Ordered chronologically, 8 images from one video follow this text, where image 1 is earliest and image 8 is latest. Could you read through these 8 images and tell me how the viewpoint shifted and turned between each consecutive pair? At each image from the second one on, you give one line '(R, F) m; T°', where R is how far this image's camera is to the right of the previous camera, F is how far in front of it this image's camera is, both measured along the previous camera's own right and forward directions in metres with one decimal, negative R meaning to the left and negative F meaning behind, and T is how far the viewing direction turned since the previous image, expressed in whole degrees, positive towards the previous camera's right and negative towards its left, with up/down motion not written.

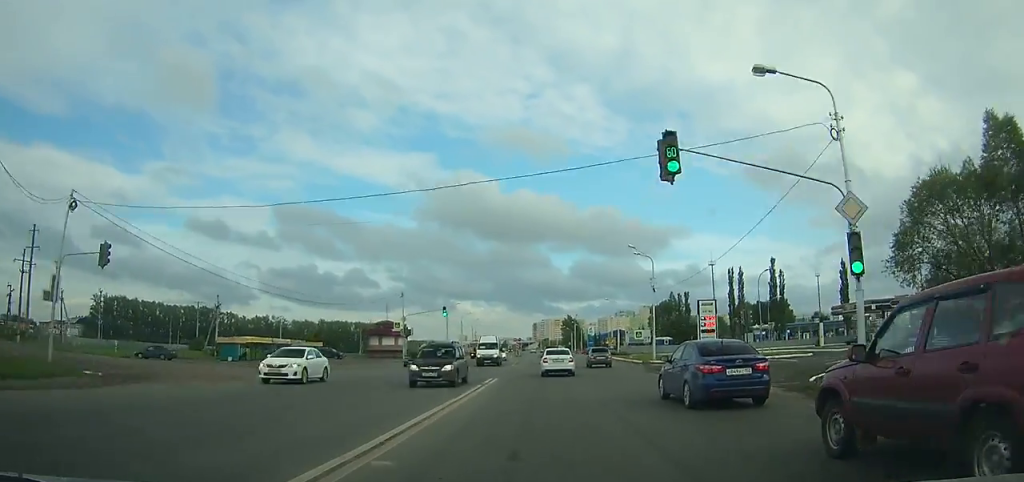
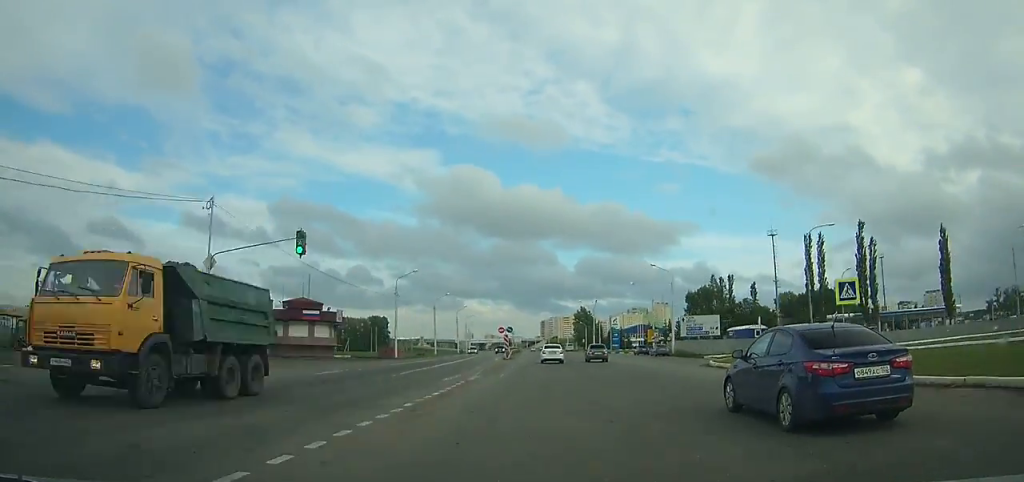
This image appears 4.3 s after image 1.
(+0.3, +36.0) m; +1°
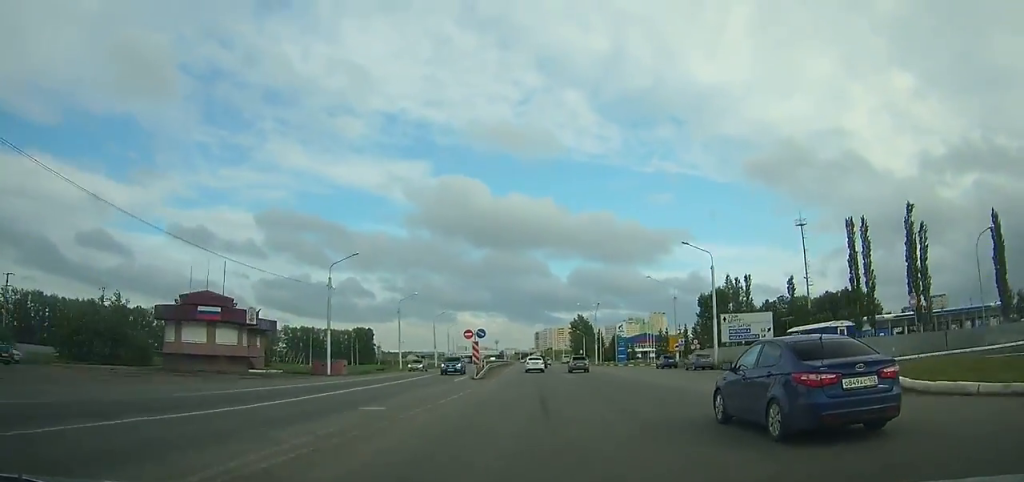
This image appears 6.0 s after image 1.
(0.0, +21.9) m; 0°
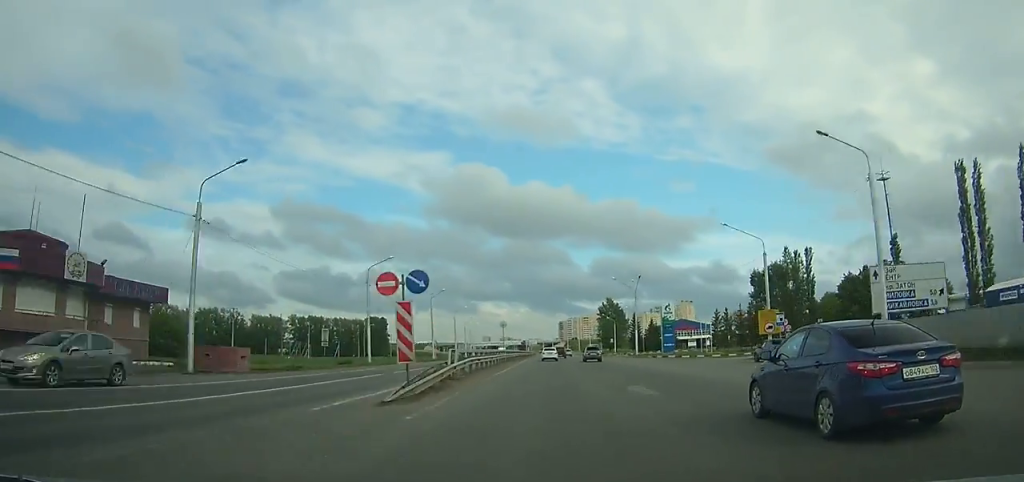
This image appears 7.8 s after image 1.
(+0.1, +24.5) m; -1°
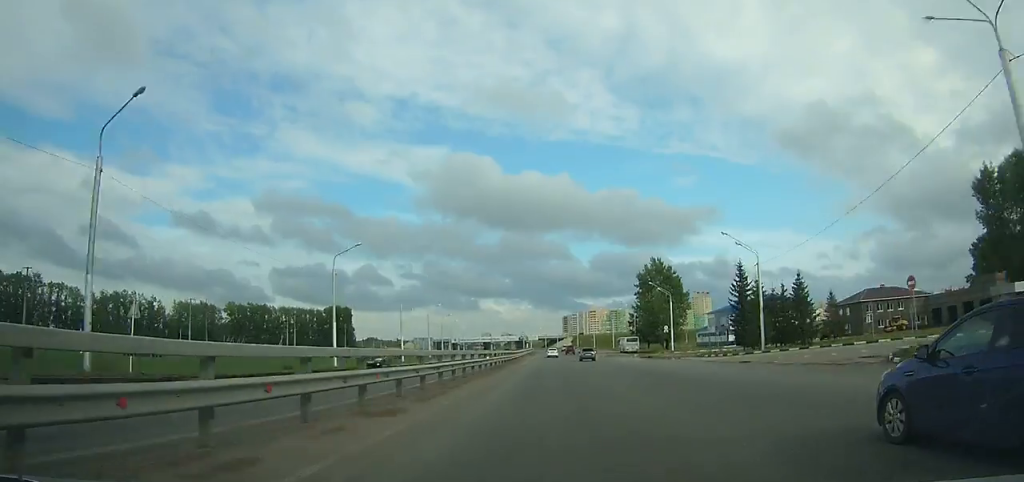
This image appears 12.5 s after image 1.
(-1.4, +76.1) m; -1°
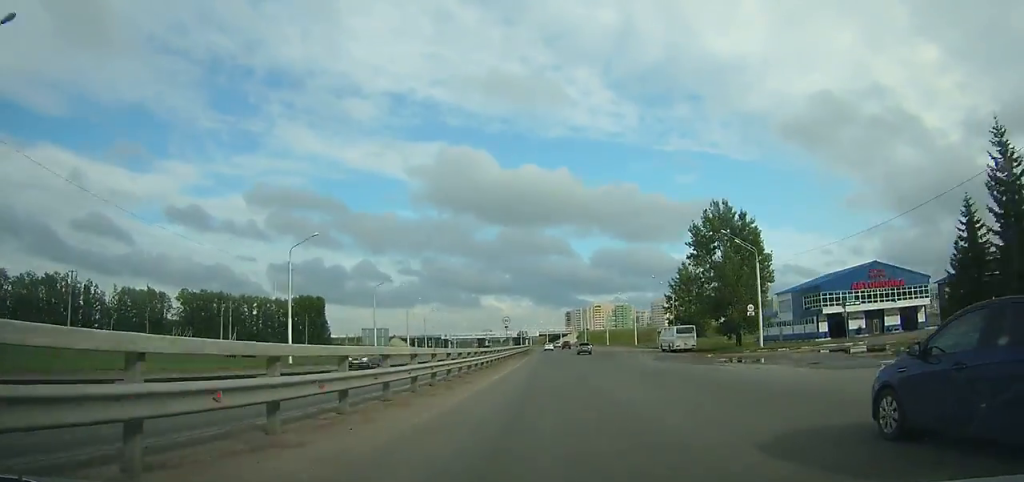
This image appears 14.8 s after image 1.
(-0.1, +40.9) m; 0°
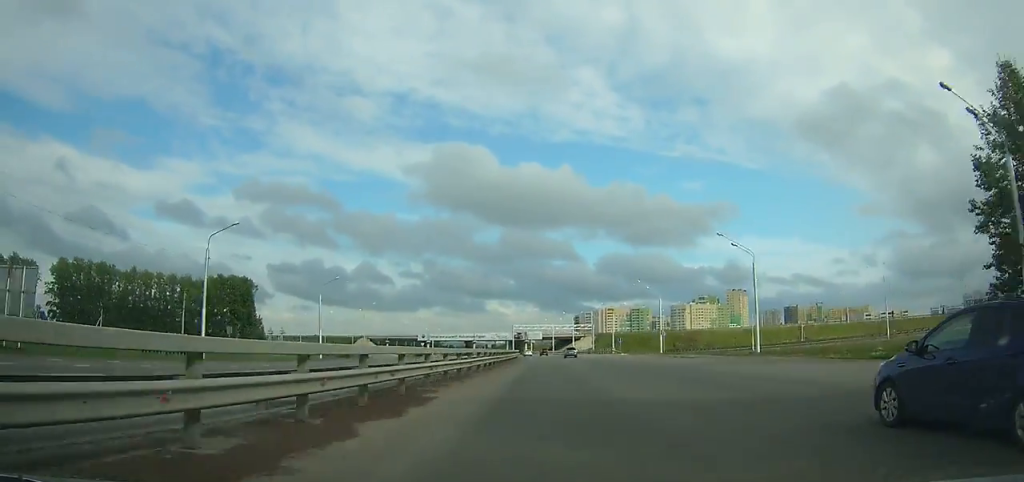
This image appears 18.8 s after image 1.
(0.0, +75.9) m; -1°
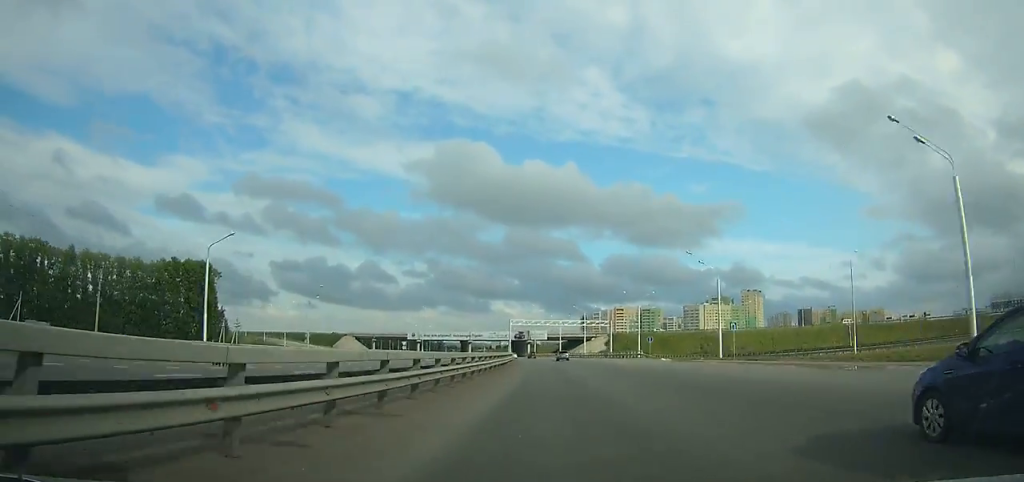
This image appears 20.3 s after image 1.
(-0.2, +30.2) m; -1°
